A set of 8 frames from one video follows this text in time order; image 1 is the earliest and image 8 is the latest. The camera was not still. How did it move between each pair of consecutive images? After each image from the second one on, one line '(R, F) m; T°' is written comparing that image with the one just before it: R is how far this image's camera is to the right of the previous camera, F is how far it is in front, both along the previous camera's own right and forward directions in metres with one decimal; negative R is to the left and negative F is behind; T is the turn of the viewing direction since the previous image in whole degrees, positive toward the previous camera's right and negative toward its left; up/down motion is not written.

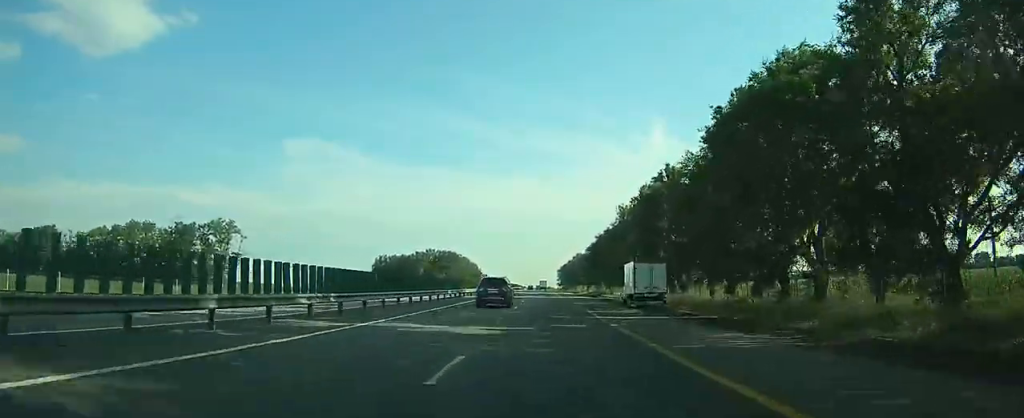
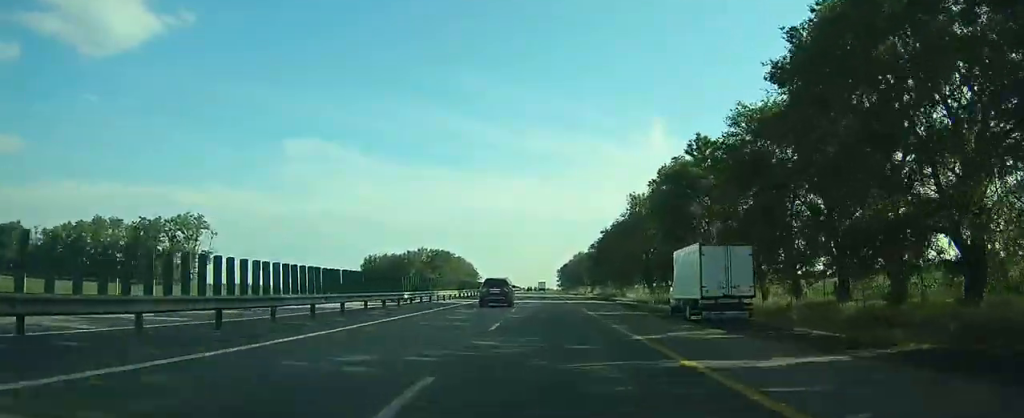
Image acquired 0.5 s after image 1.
(0.0, +15.0) m; 0°
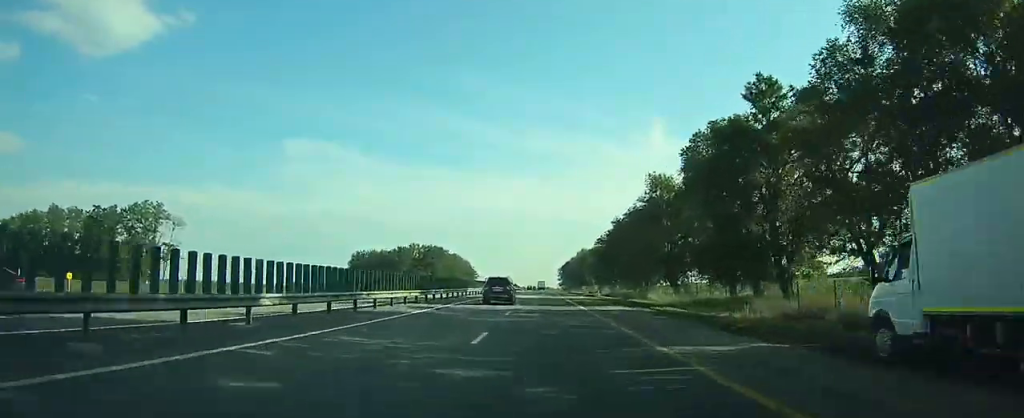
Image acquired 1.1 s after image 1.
(0.0, +17.0) m; 0°
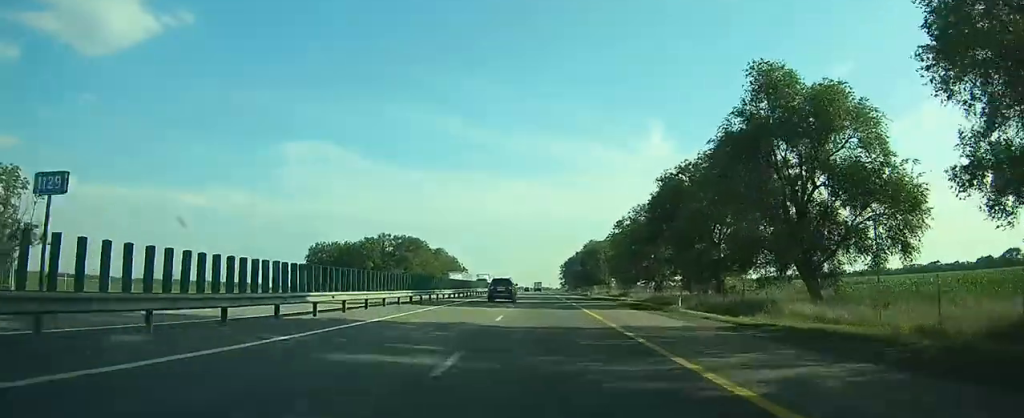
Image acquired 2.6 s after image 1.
(-0.5, +41.5) m; +1°
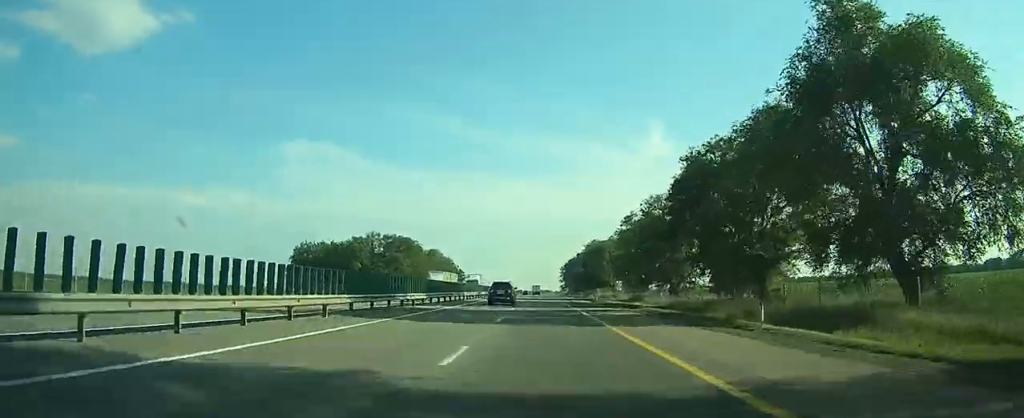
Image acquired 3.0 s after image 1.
(+0.4, +10.5) m; 0°
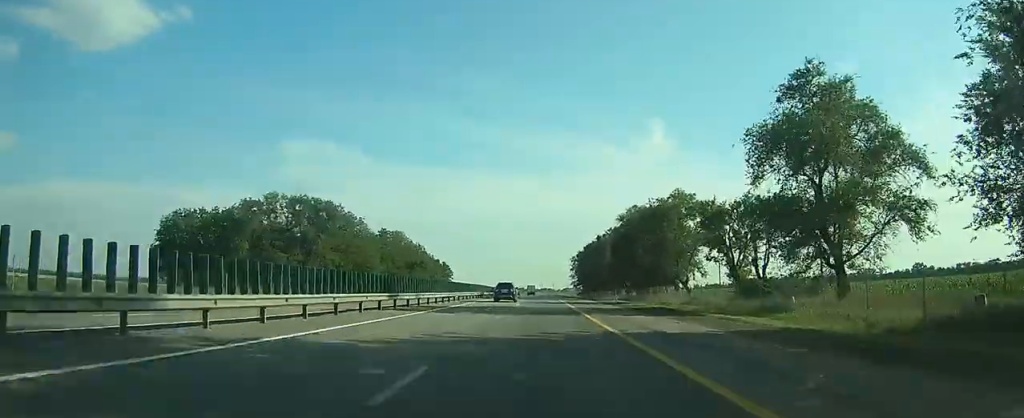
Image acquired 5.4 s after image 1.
(-0.1, +62.1) m; -1°
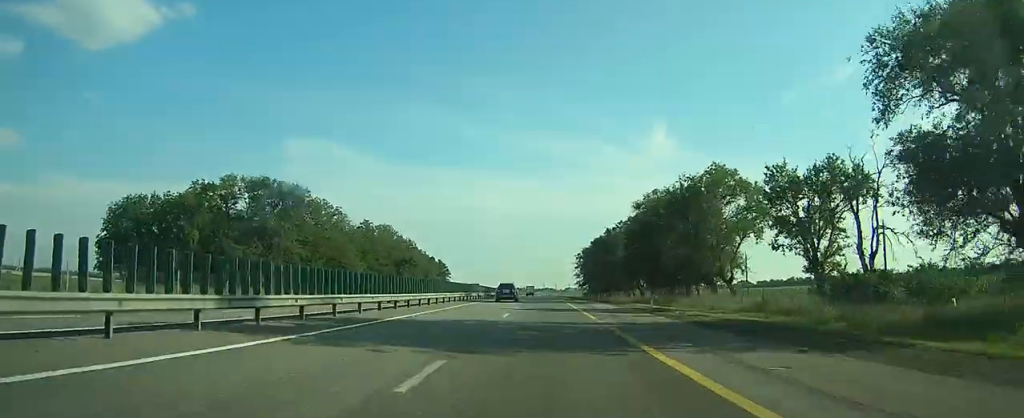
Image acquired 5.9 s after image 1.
(0.0, +15.3) m; 0°
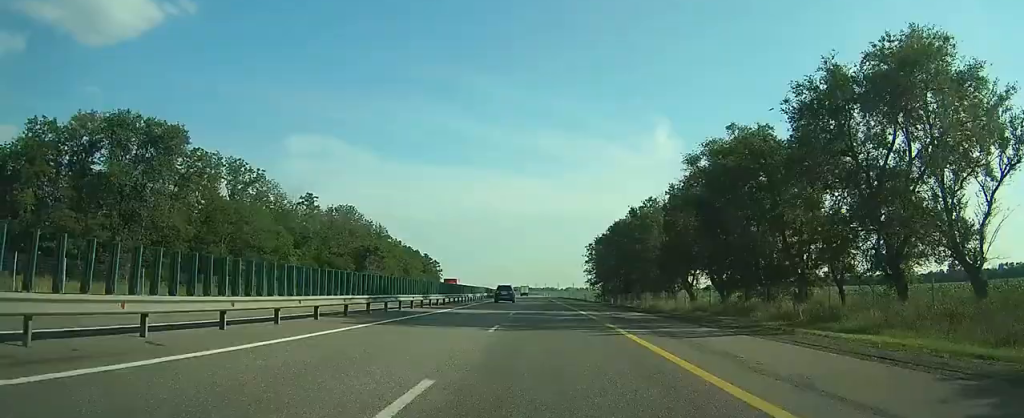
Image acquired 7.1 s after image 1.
(0.0, +31.9) m; 0°
